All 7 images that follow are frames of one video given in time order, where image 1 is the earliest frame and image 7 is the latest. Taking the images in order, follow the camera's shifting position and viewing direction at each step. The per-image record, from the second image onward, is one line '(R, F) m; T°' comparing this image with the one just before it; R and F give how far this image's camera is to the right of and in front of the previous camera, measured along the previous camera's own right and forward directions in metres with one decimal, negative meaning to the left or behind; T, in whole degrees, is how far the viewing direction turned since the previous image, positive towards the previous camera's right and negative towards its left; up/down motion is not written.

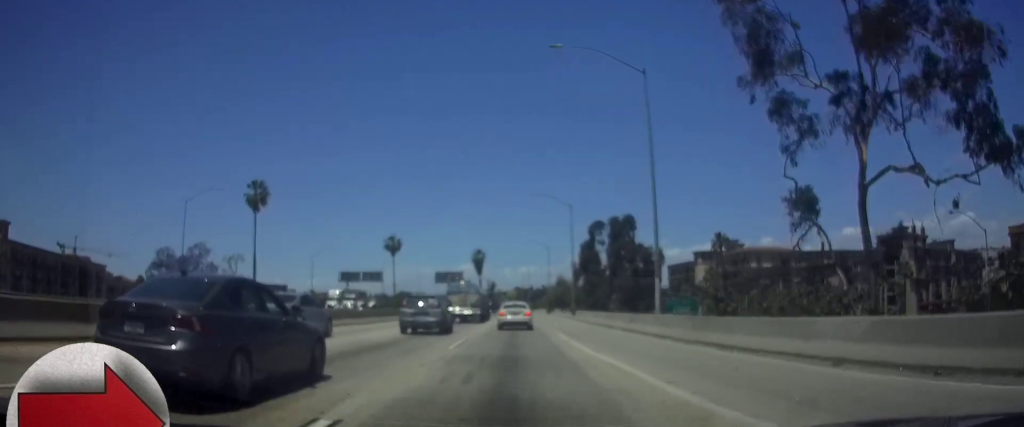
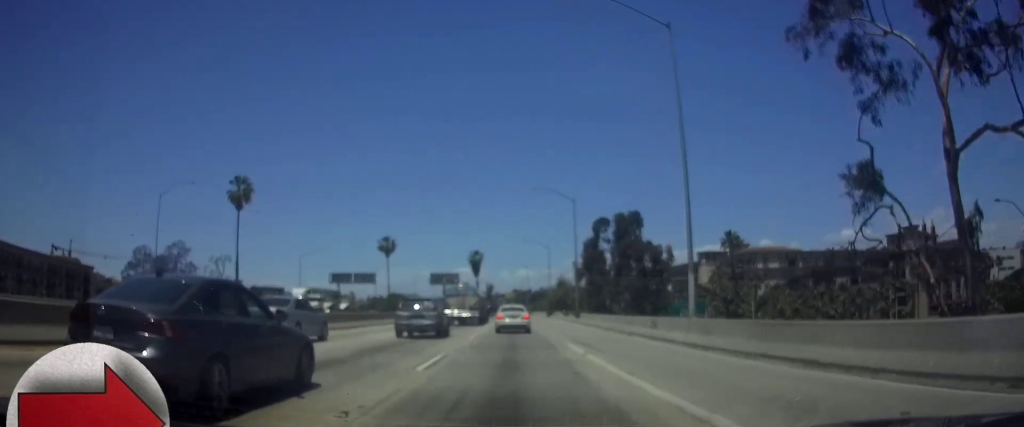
(0.0, +5.2) m; 0°
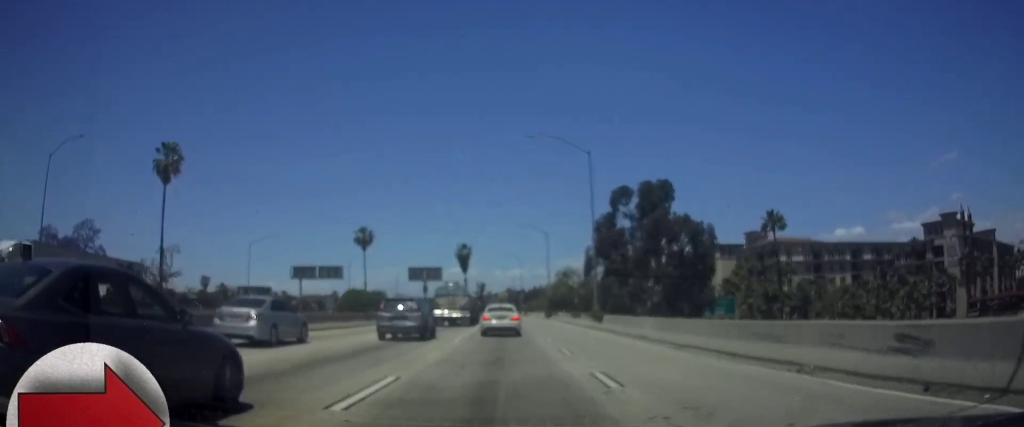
(0.0, +17.9) m; 0°
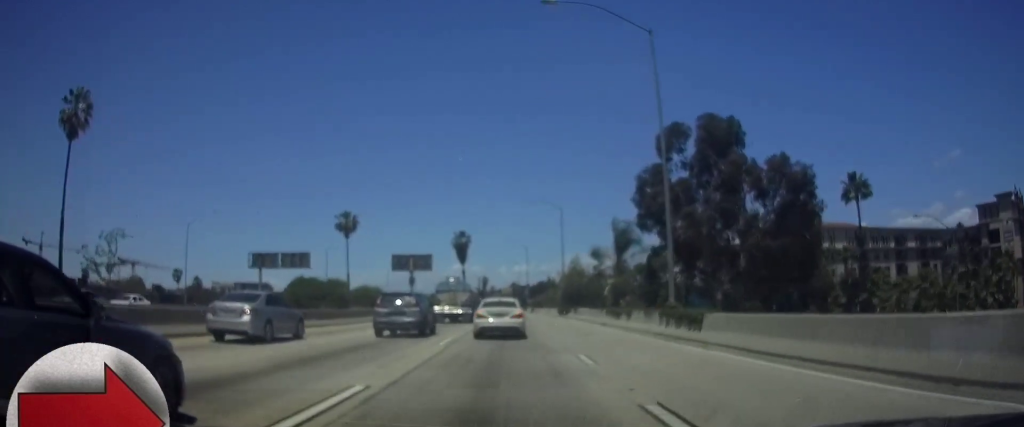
(+0.1, +18.3) m; 0°
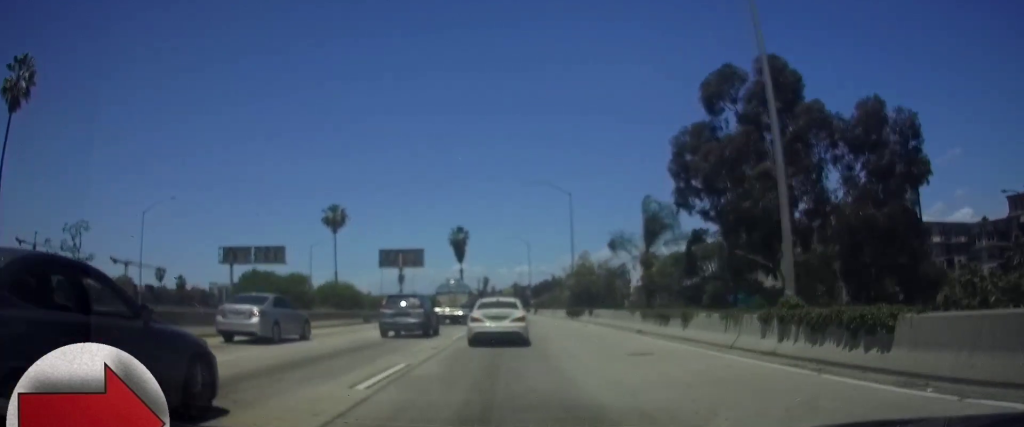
(0.0, +9.8) m; 0°
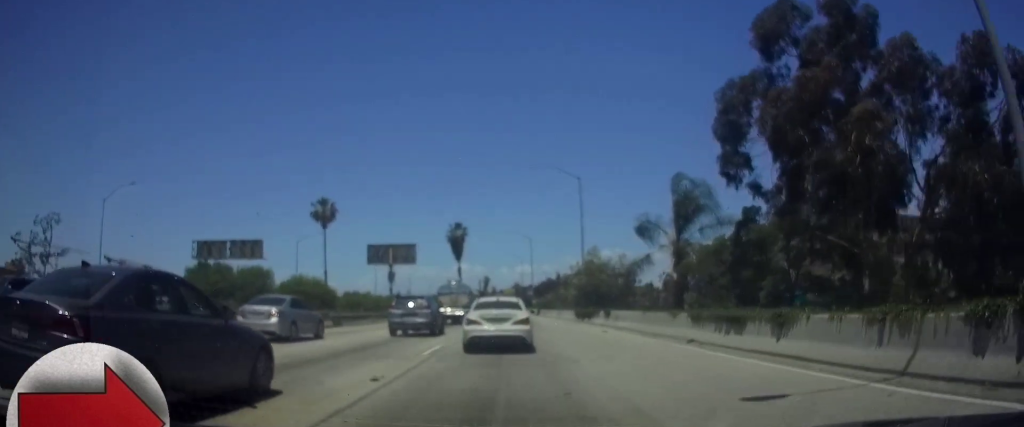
(0.0, +7.5) m; 0°
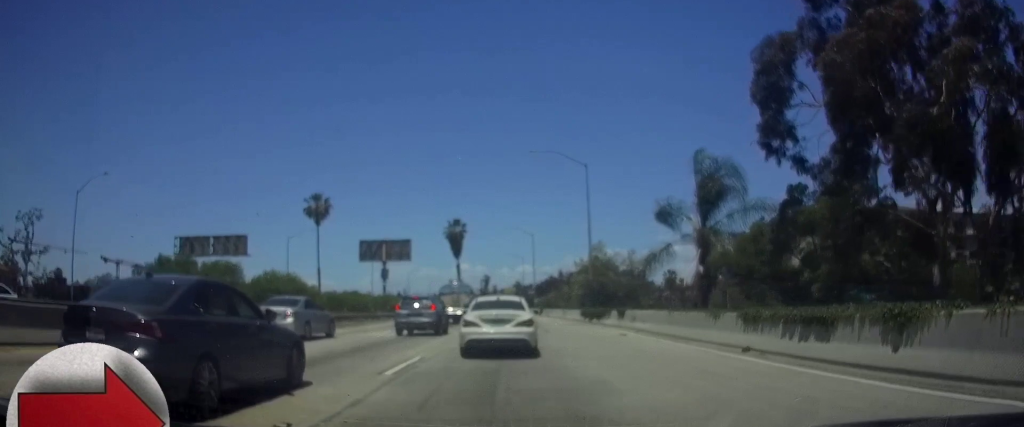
(0.0, +4.5) m; 0°
